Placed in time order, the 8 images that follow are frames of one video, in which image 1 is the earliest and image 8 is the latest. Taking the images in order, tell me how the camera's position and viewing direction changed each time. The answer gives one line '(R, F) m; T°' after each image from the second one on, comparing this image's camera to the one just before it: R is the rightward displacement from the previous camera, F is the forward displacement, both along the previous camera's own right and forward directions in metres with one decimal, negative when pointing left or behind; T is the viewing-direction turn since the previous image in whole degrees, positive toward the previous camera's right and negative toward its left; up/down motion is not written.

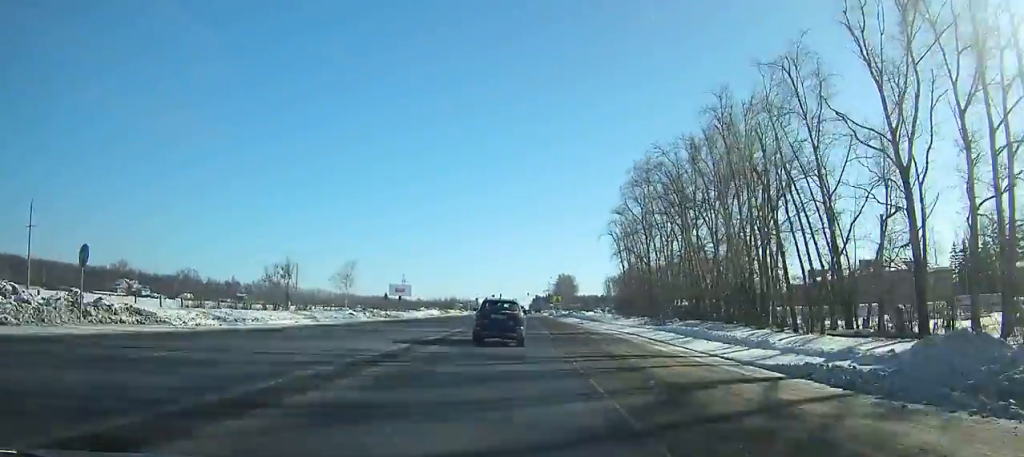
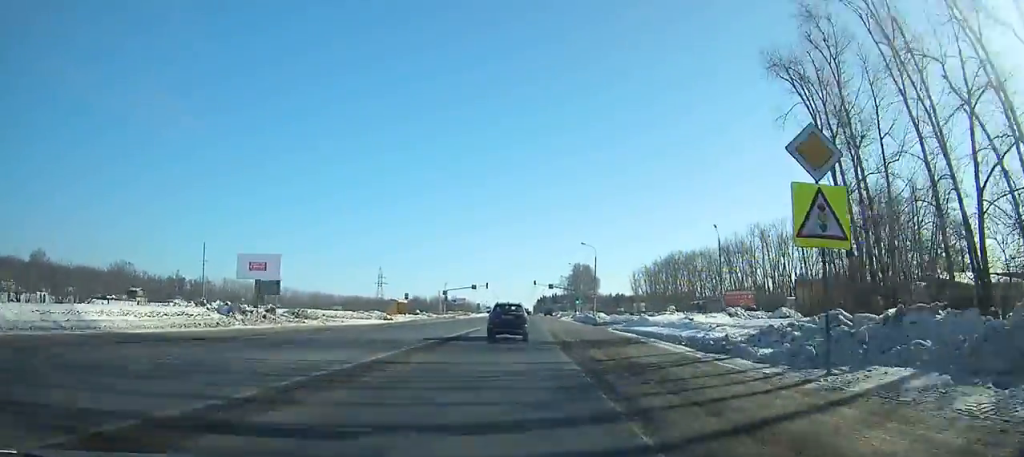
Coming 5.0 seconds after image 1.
(-0.3, +87.9) m; 0°
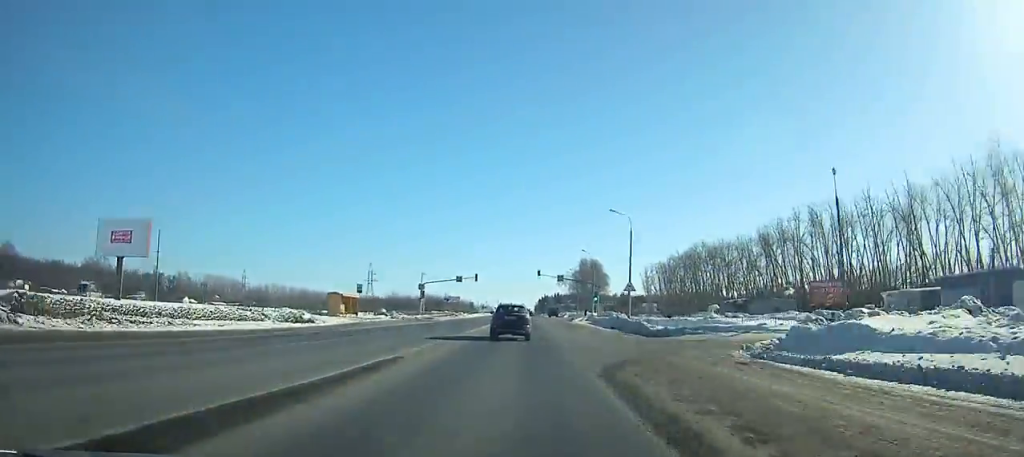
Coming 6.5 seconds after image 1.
(+0.2, +26.5) m; 0°
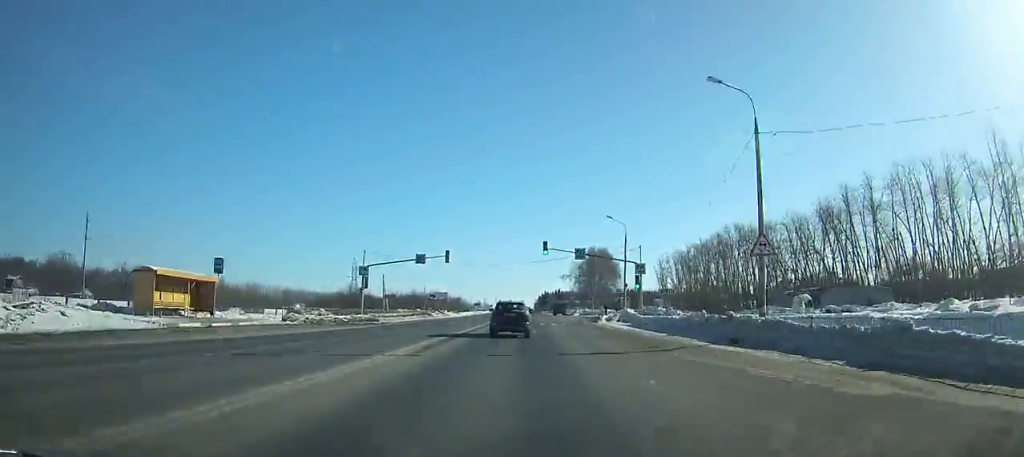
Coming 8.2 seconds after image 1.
(-0.2, +30.4) m; 0°
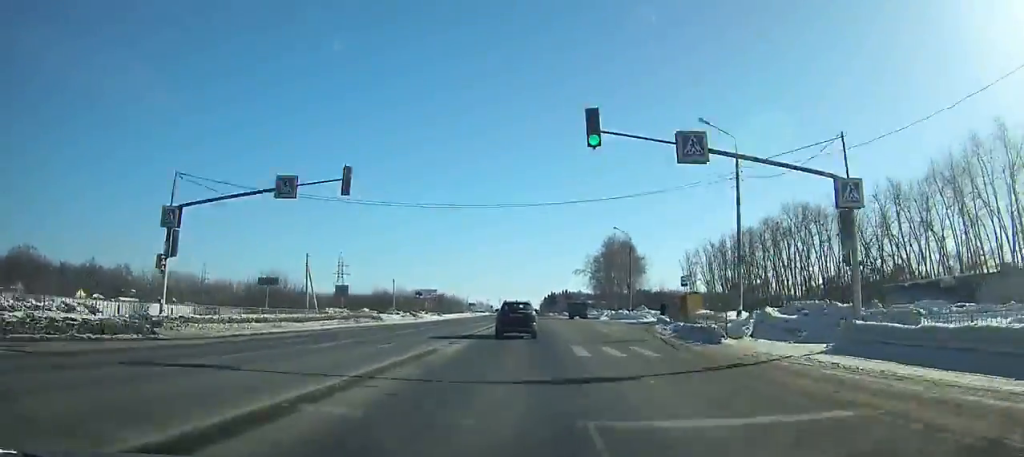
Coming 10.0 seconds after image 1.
(-0.1, +32.3) m; 0°
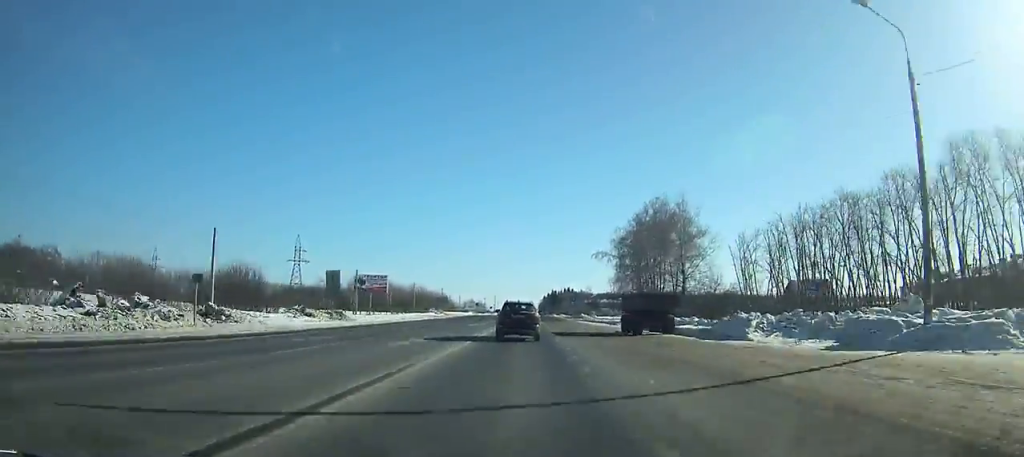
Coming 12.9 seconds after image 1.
(+0.1, +52.7) m; 0°
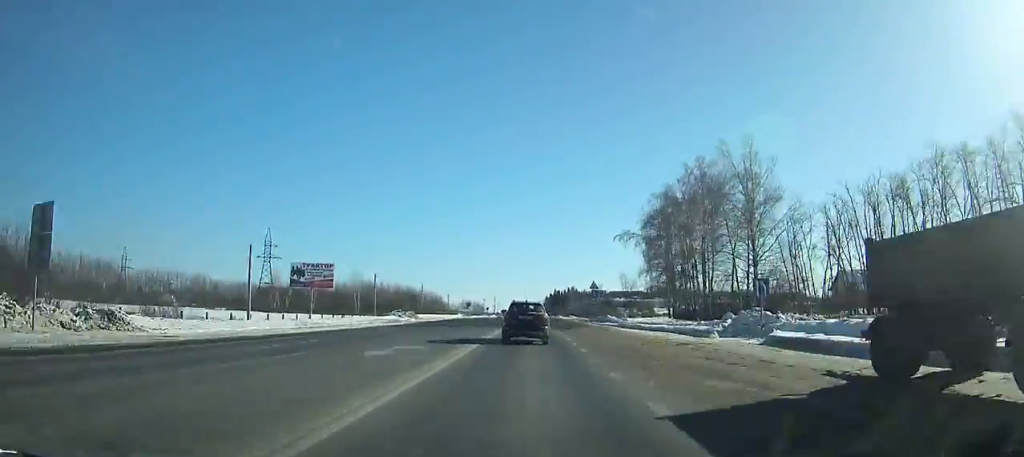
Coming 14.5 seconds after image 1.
(-0.1, +28.9) m; 0°
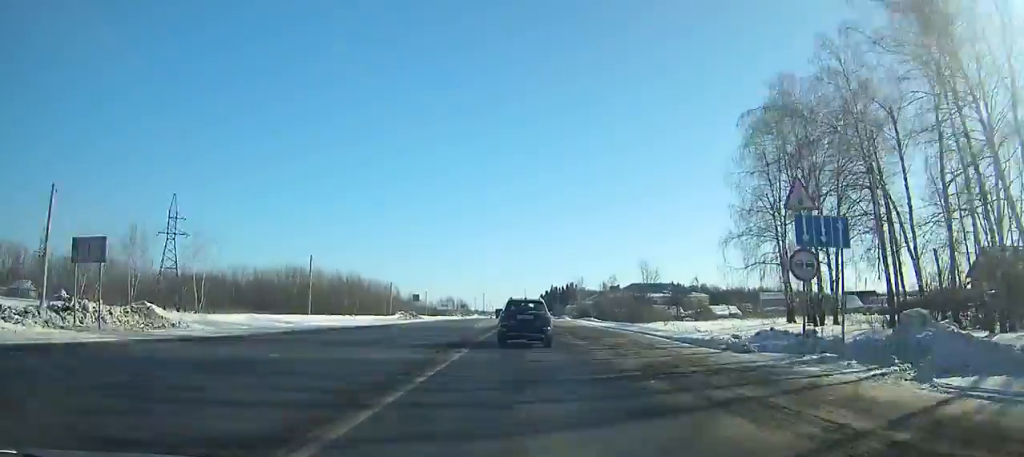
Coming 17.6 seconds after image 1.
(+0.2, +55.1) m; 0°
